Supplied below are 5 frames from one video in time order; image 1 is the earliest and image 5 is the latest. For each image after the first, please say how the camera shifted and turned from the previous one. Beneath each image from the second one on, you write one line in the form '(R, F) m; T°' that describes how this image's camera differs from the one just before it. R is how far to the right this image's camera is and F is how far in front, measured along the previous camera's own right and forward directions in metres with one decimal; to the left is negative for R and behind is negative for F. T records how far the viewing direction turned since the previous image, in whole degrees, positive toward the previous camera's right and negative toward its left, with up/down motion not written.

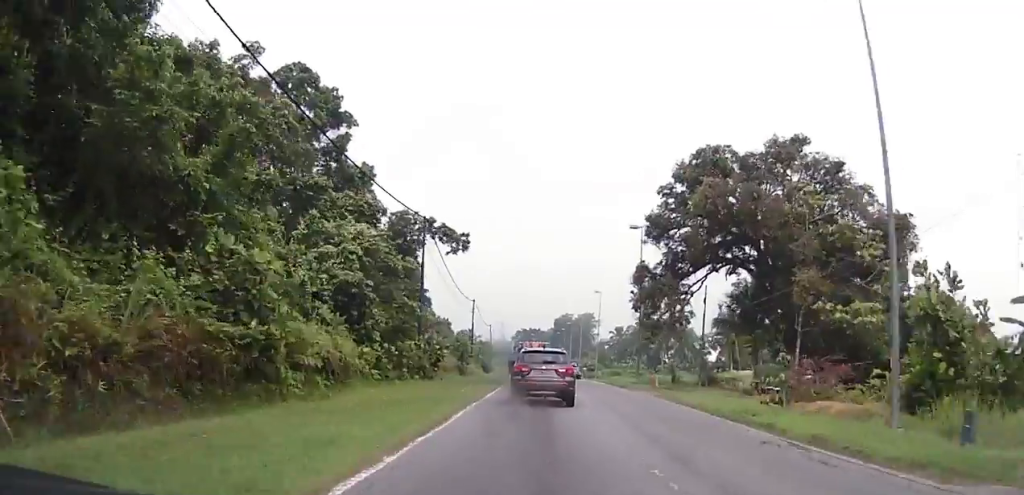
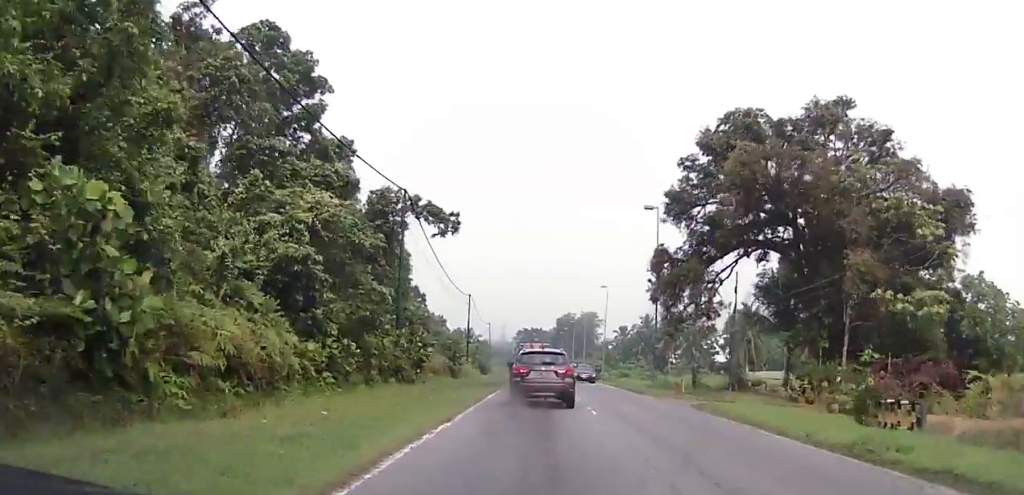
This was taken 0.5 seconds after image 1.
(0.0, +6.9) m; 0°
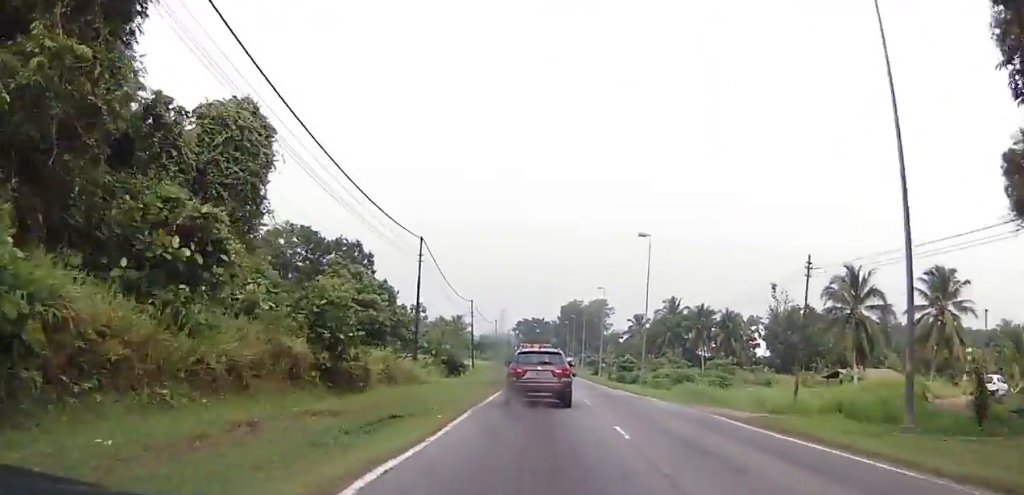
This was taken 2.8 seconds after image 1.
(+0.2, +33.0) m; 0°
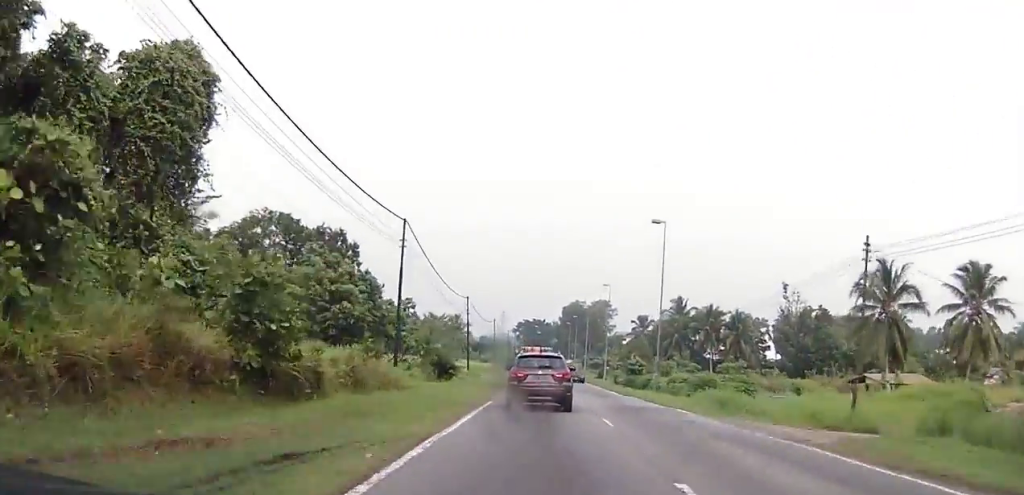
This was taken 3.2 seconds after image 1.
(-0.1, +6.1) m; 0°
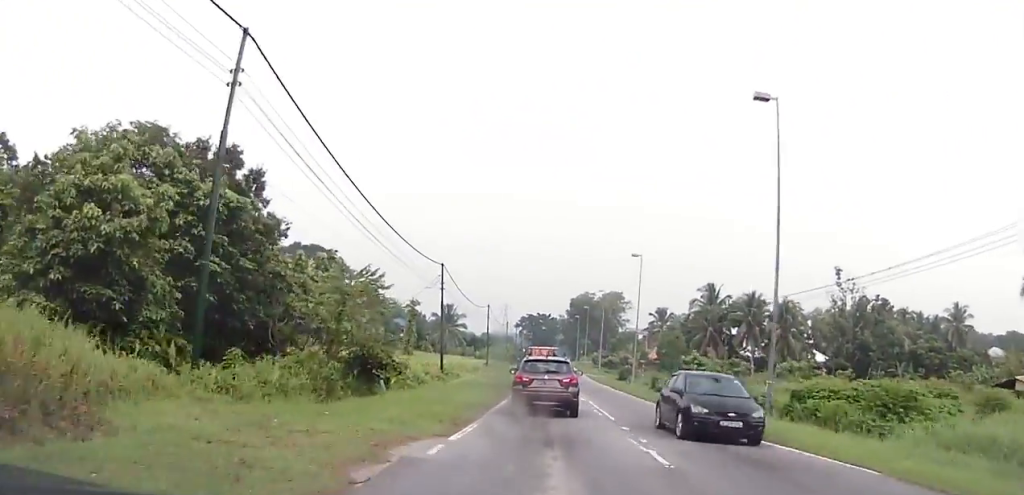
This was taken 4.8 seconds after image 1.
(+0.1, +23.3) m; -1°
